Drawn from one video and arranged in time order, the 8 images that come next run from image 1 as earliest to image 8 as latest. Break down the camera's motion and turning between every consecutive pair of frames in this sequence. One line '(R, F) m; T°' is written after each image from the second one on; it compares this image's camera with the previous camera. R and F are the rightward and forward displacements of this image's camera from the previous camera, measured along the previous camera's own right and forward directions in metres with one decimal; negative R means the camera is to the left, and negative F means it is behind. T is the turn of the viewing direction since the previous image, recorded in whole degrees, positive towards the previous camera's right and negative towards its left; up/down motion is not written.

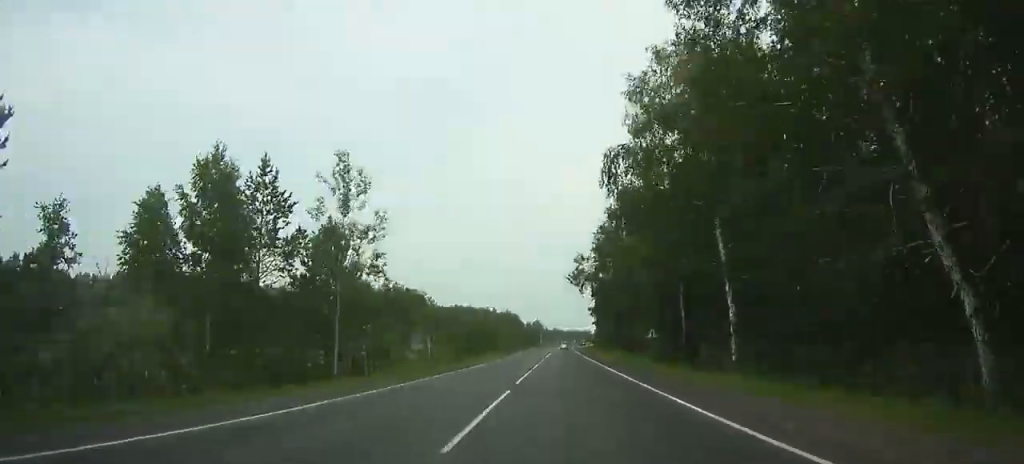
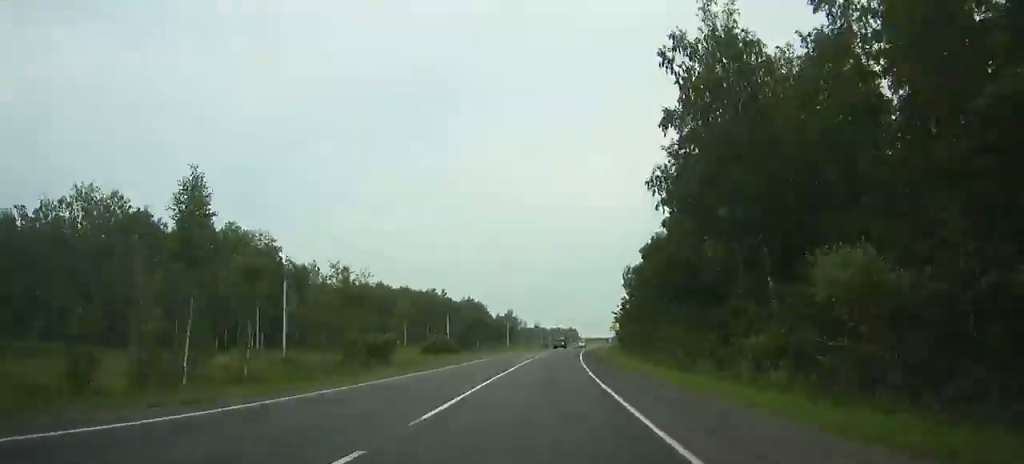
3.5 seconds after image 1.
(0.0, +103.1) m; +2°
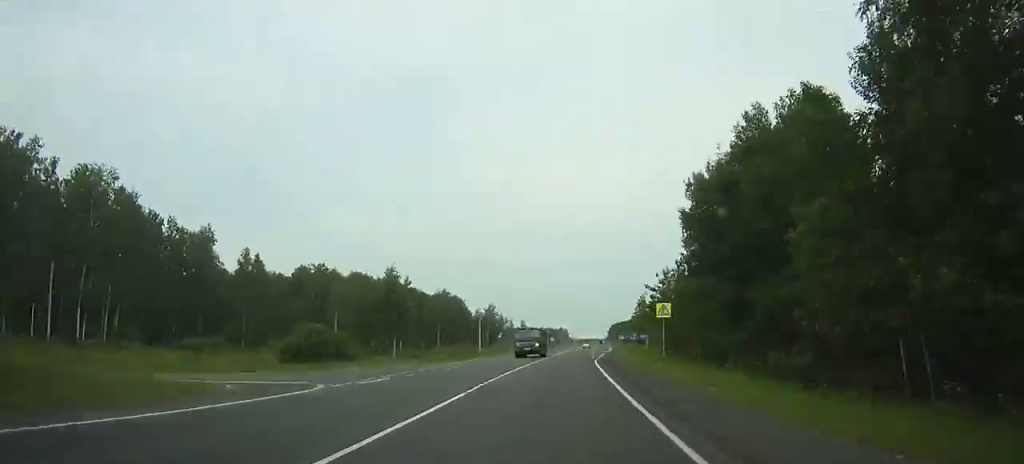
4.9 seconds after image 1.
(-0.6, +40.7) m; +1°
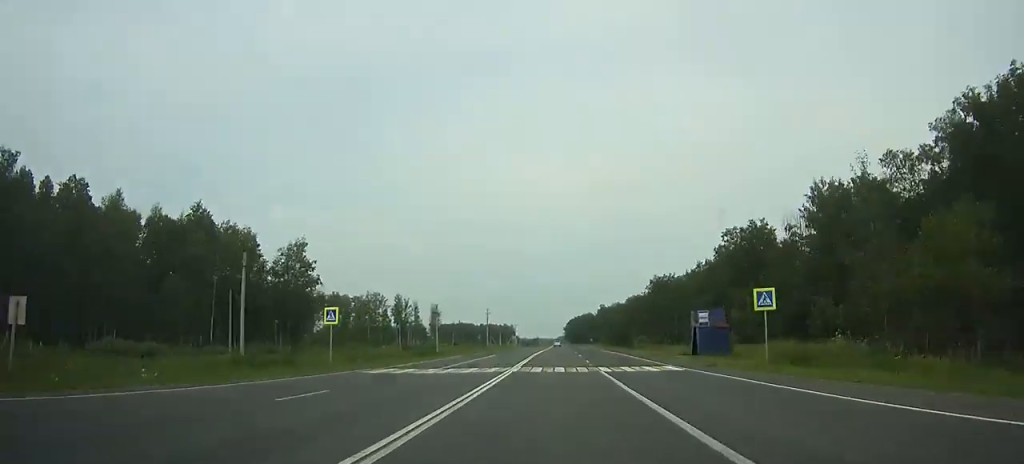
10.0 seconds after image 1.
(+9.2, +143.9) m; +5°
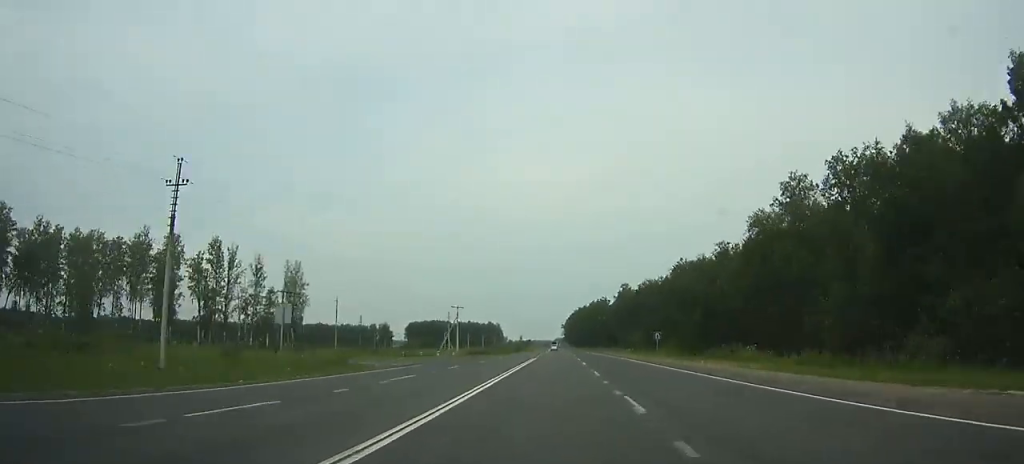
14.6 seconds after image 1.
(+0.7, +131.3) m; 0°
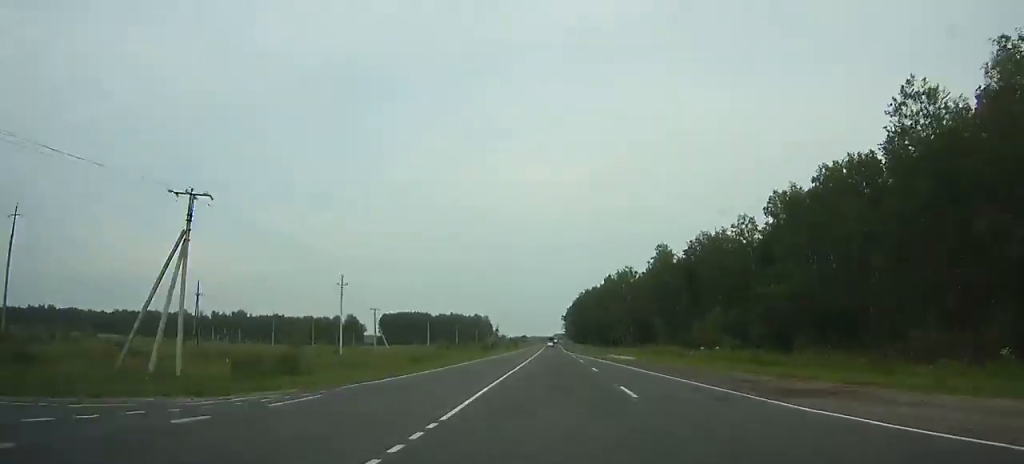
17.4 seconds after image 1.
(-0.2, +84.4) m; 0°
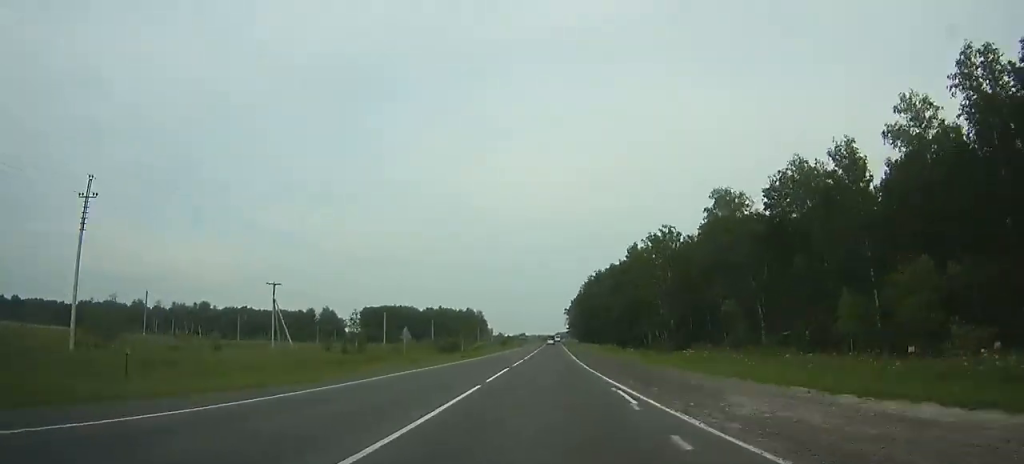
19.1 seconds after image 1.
(0.0, +51.5) m; 0°
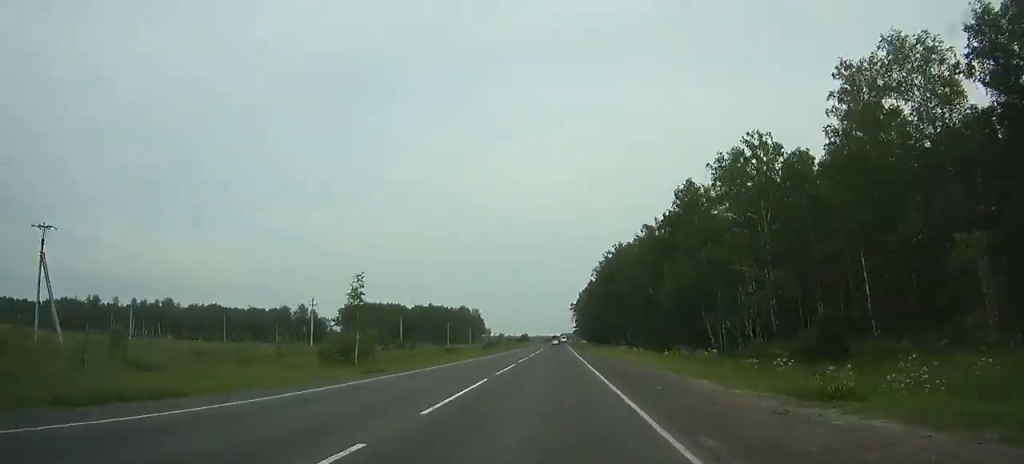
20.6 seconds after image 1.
(-0.1, +44.6) m; 0°
